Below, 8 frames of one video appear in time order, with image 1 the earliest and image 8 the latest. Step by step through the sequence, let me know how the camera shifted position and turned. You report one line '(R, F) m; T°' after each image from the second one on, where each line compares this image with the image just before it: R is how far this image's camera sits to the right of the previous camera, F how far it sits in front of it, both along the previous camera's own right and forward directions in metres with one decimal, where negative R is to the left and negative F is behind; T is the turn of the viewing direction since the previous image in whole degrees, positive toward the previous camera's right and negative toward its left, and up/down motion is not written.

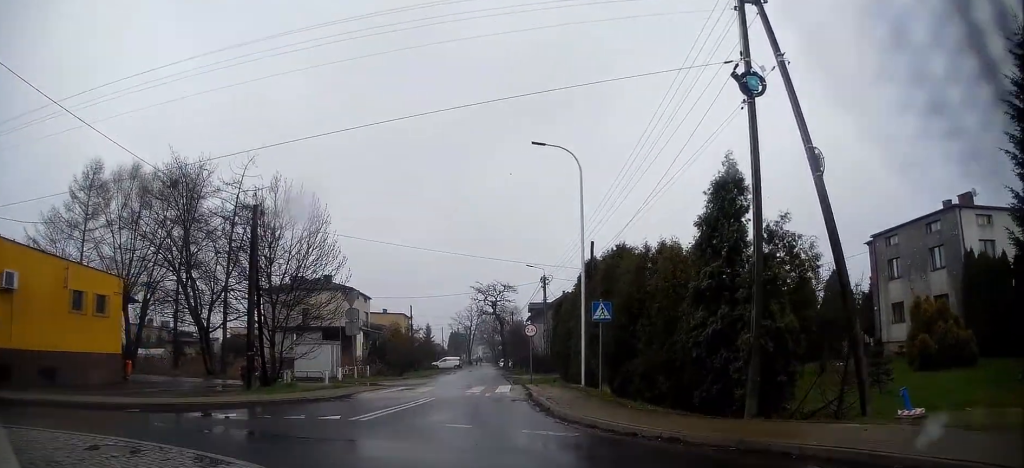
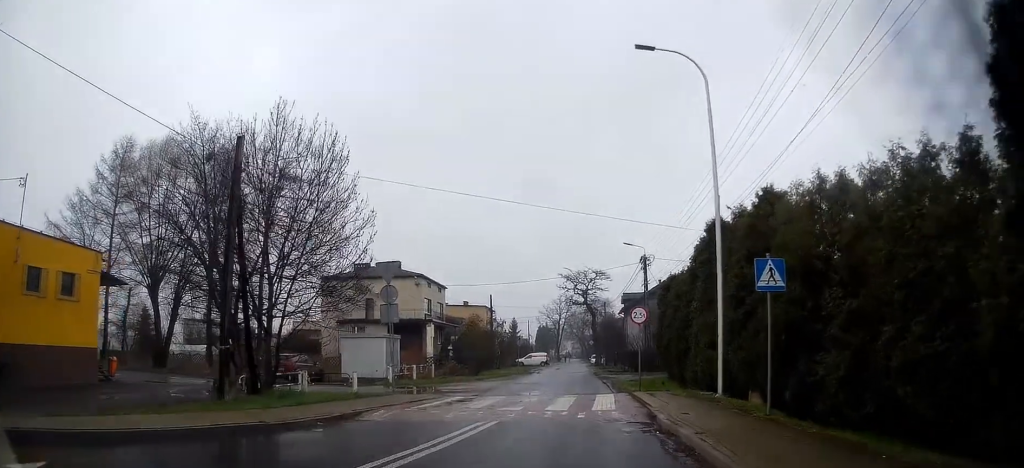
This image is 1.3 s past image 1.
(-0.3, +7.3) m; -6°
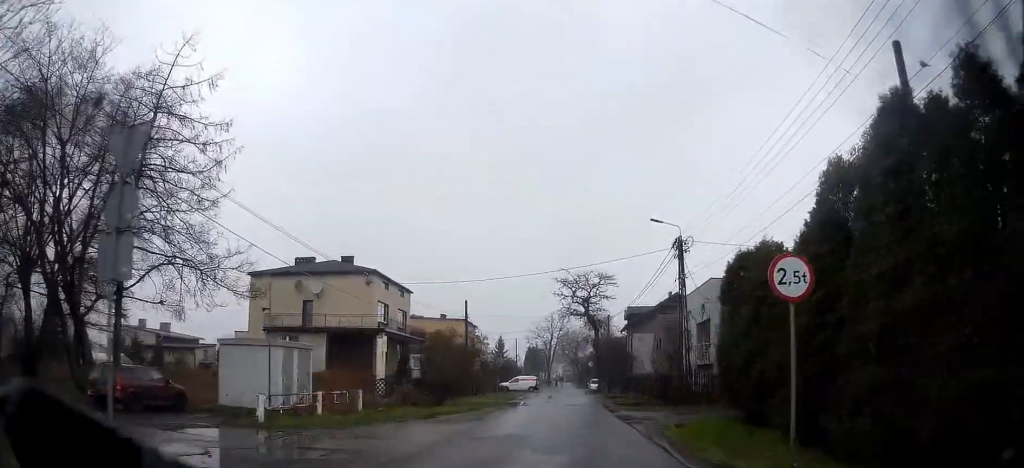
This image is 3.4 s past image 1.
(-0.3, +13.2) m; +1°
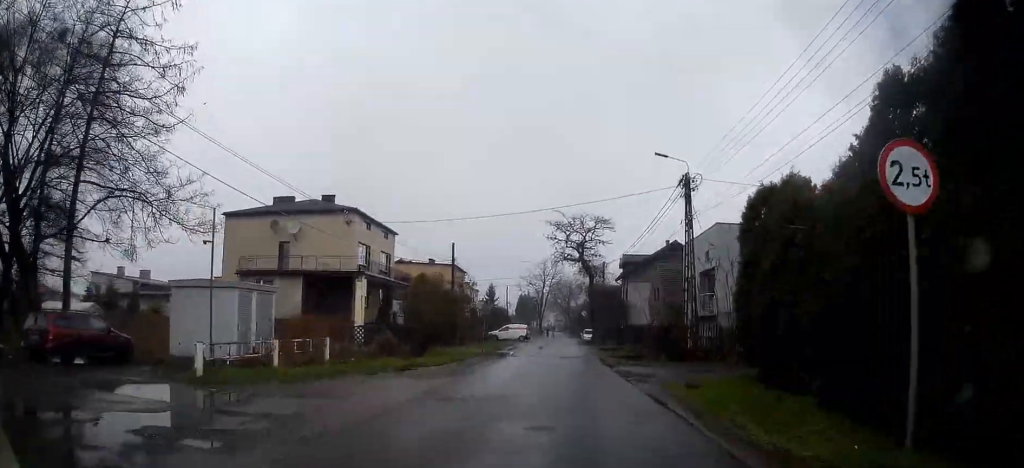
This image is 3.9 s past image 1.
(0.0, +3.0) m; +1°
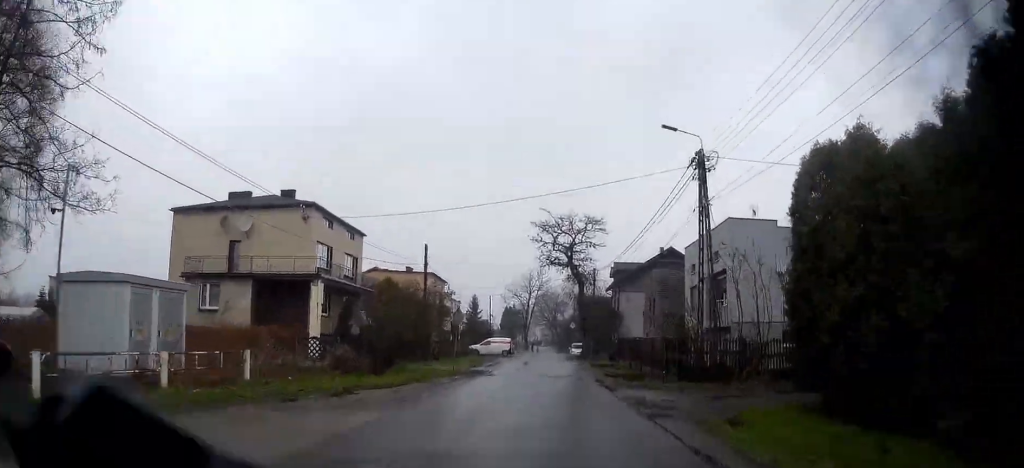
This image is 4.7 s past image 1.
(0.0, +5.5) m; +1°
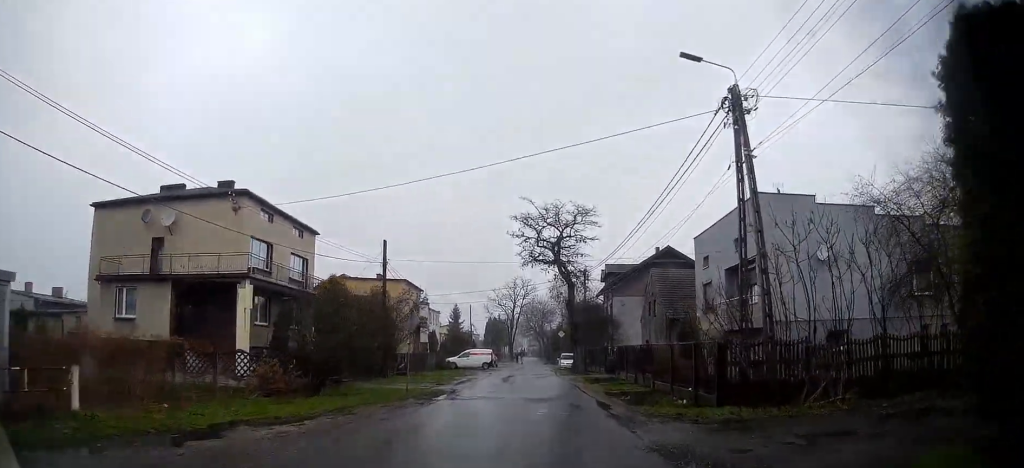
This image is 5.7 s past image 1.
(+0.1, +7.1) m; 0°
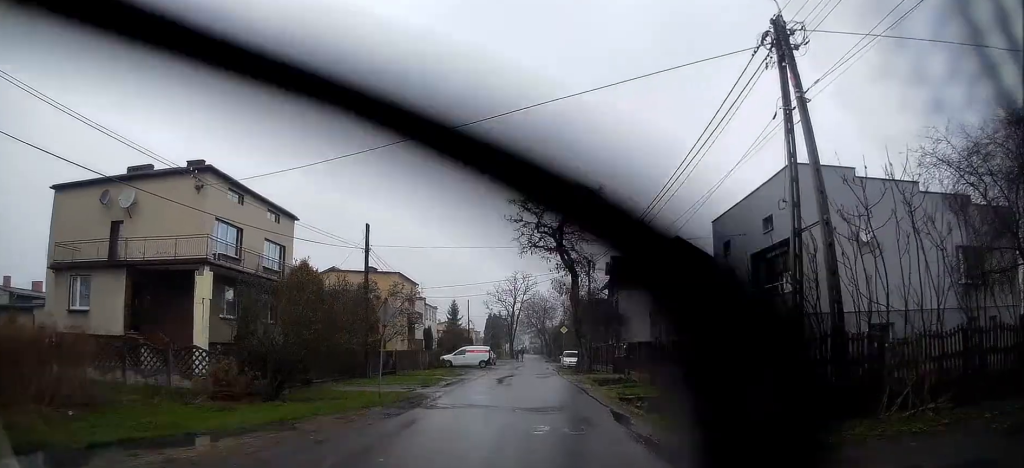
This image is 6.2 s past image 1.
(-0.1, +3.6) m; 0°
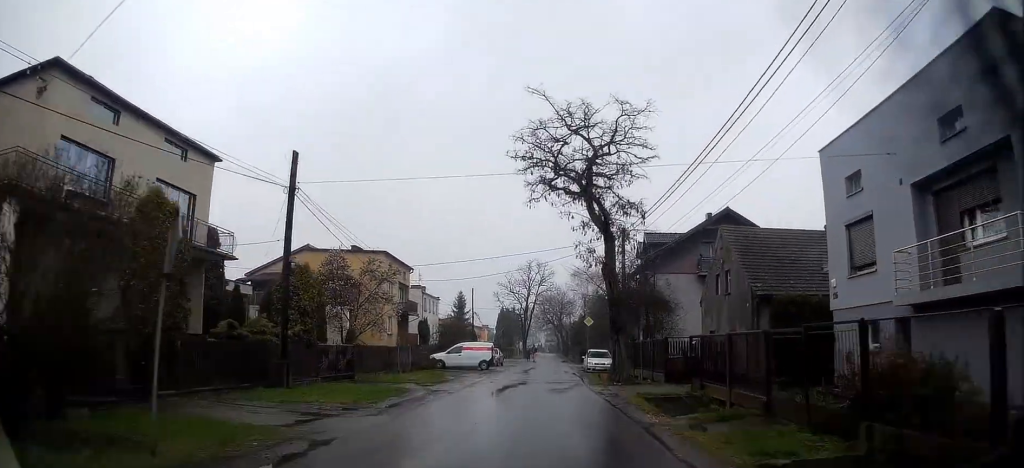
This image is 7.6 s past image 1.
(+0.1, +10.6) m; 0°
